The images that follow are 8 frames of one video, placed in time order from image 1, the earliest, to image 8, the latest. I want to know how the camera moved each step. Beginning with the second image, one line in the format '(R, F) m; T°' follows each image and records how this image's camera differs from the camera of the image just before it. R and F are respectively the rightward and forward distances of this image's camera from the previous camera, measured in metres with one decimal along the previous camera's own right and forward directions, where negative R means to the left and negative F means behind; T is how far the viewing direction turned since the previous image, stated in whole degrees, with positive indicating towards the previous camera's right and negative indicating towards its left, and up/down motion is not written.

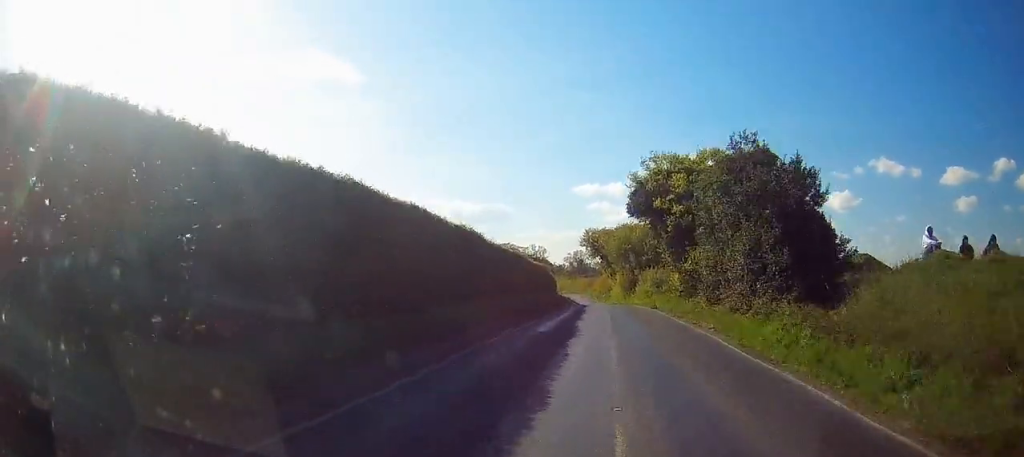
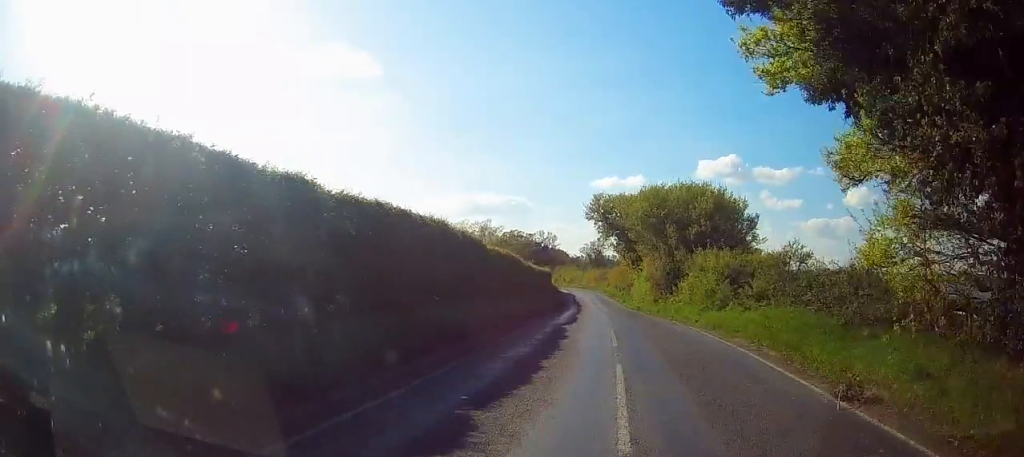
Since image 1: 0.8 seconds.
(-0.9, +28.9) m; -3°
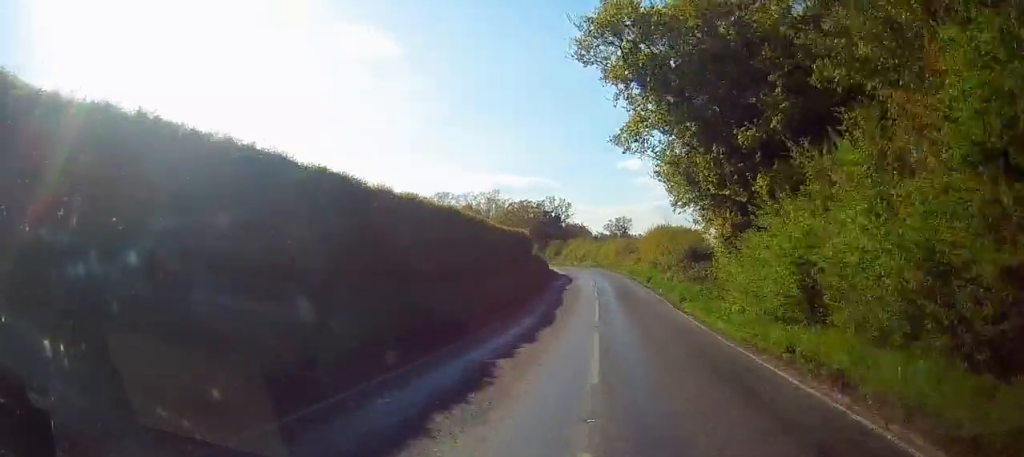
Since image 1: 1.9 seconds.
(-0.8, +38.5) m; -3°
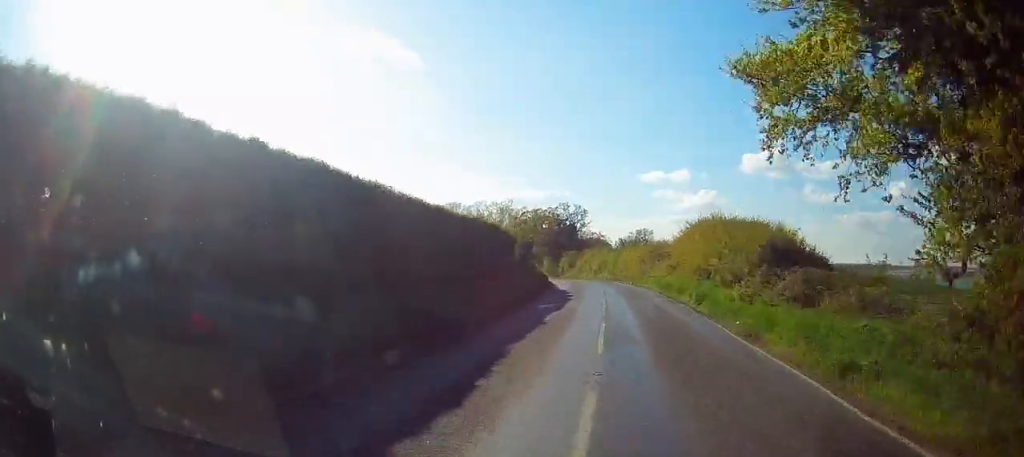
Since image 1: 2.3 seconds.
(+0.2, +15.4) m; -1°
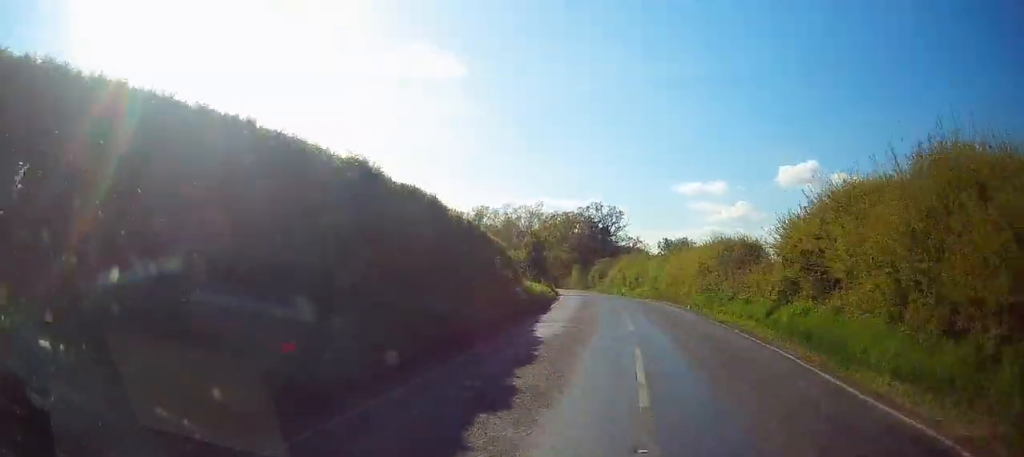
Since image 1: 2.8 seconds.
(-0.6, +19.6) m; -2°
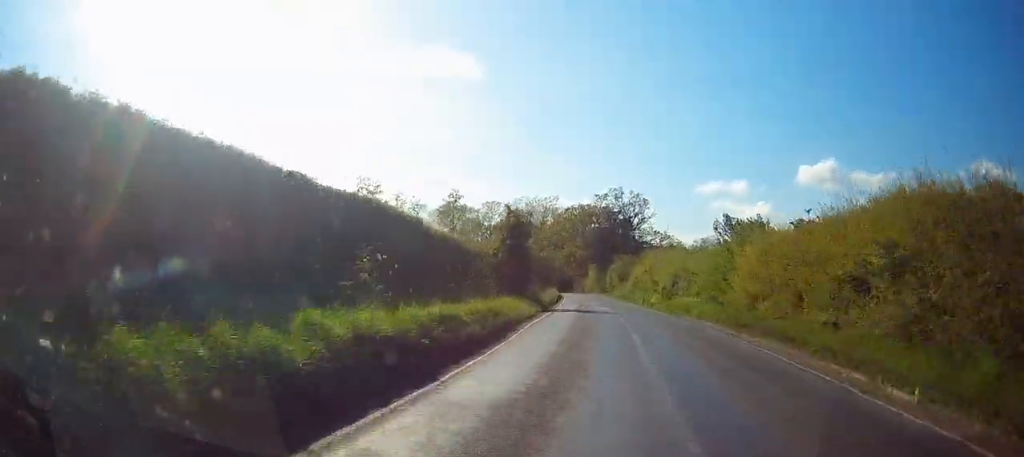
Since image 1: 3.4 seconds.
(-0.1, +20.3) m; -2°
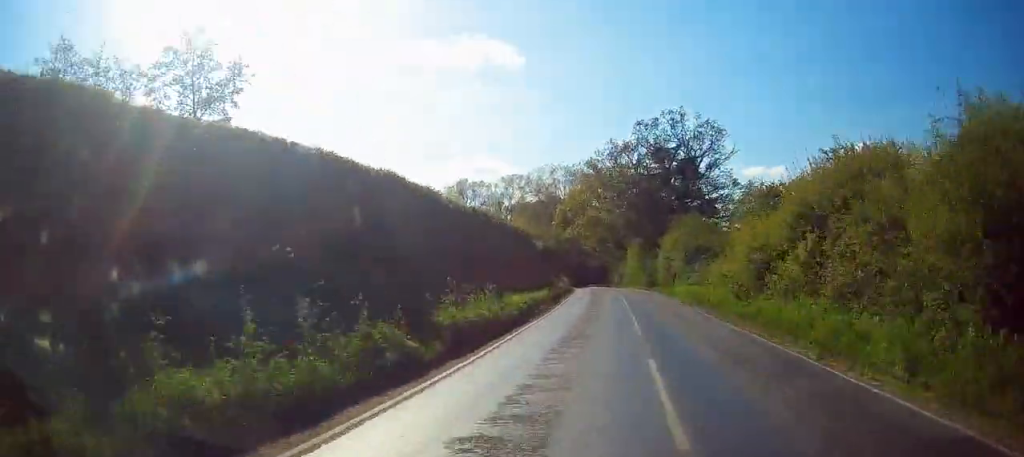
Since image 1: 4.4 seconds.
(-1.3, +39.5) m; -4°
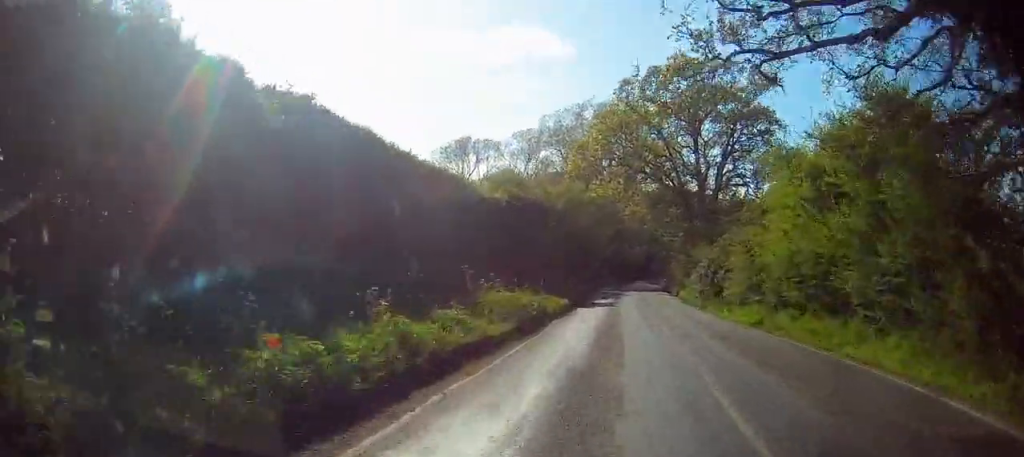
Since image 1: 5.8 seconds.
(-2.4, +52.2) m; -3°
